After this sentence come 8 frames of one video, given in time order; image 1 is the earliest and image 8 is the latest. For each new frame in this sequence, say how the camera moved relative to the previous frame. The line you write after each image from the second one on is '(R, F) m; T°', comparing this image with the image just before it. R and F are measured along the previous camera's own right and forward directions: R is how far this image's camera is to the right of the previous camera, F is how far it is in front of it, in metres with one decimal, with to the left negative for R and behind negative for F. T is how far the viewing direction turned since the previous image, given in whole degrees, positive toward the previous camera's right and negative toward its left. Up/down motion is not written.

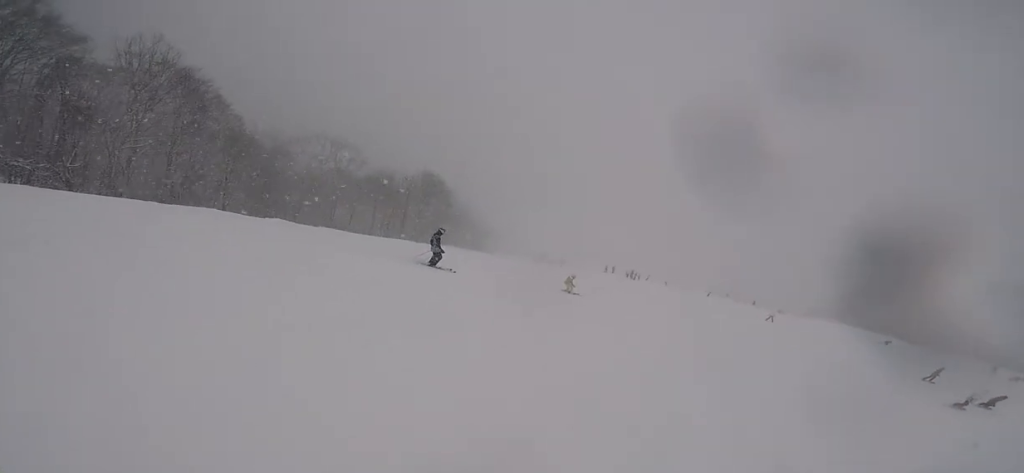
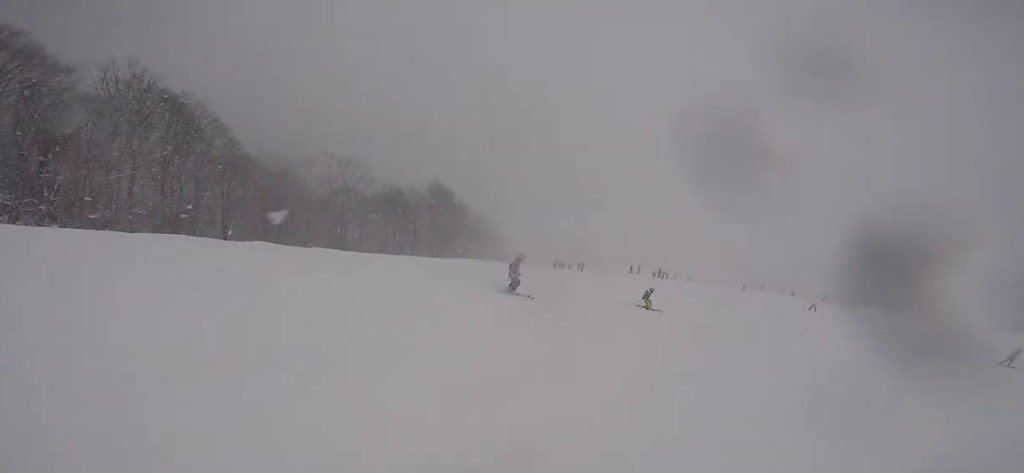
(-0.6, +2.6) m; -17°
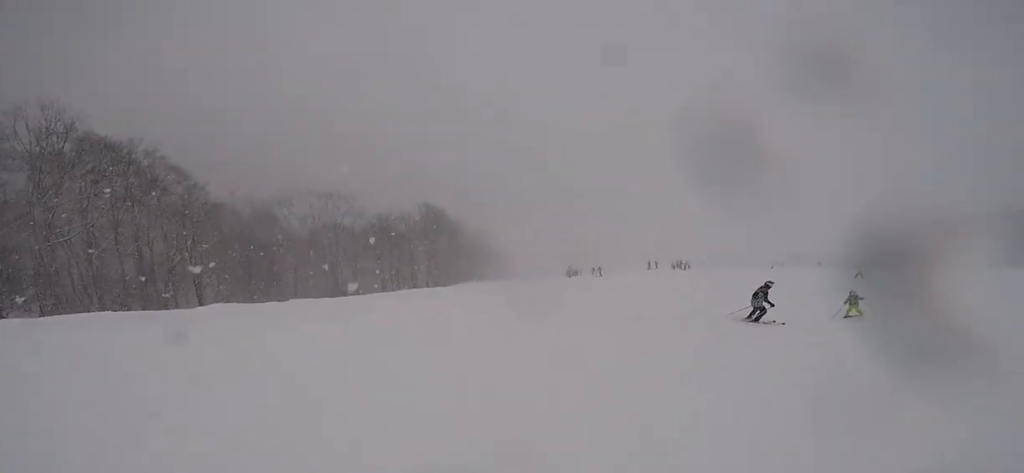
(-0.5, +5.6) m; +8°
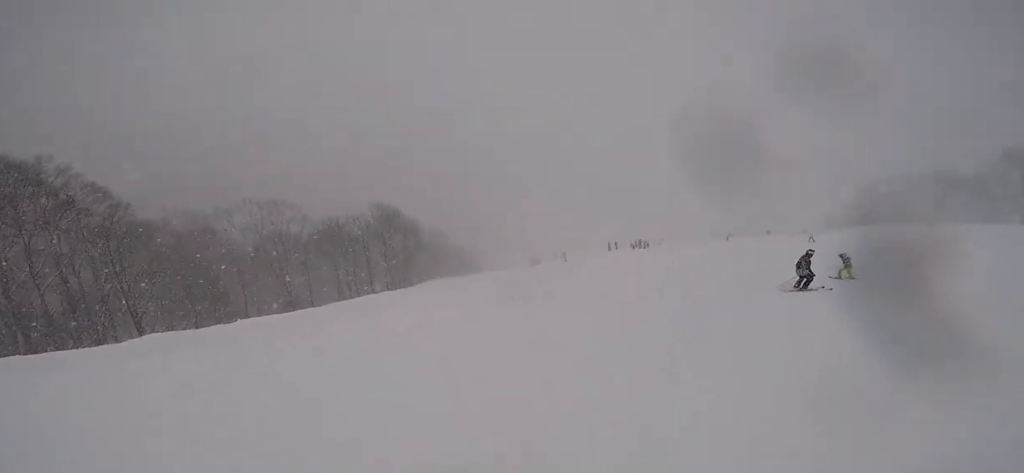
(-0.4, +1.8) m; +12°
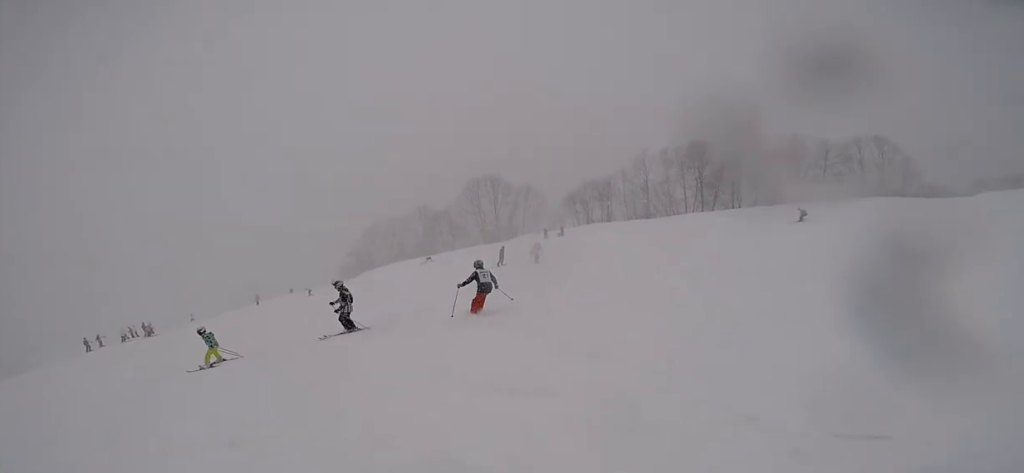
(+7.4, +11.9) m; +27°
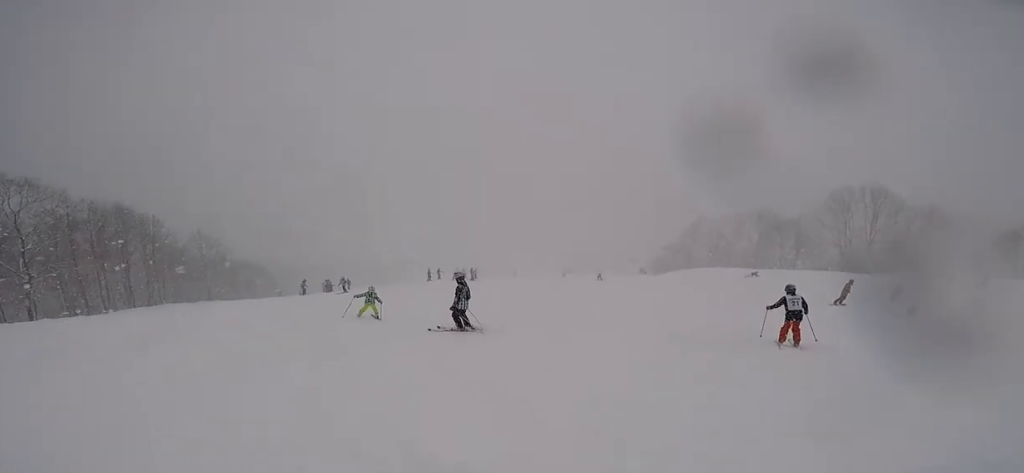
(-0.2, +3.9) m; -24°
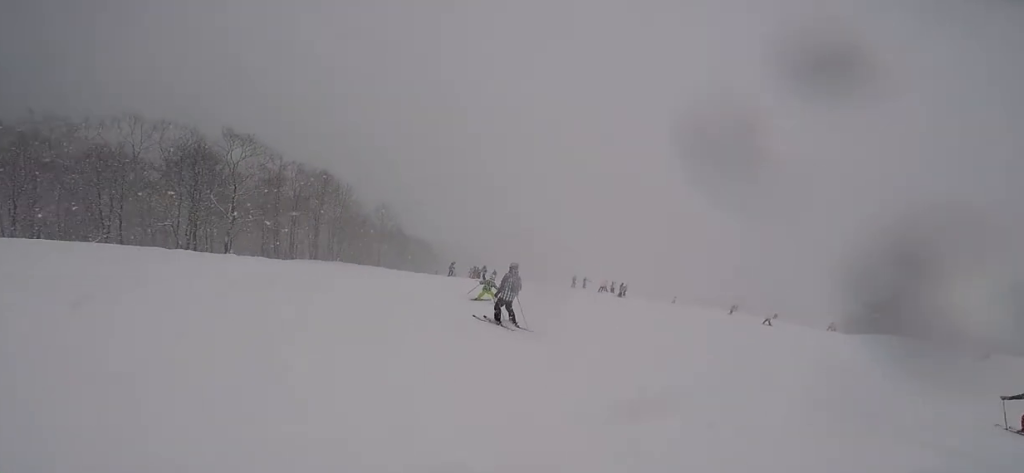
(-0.6, +2.0) m; -15°
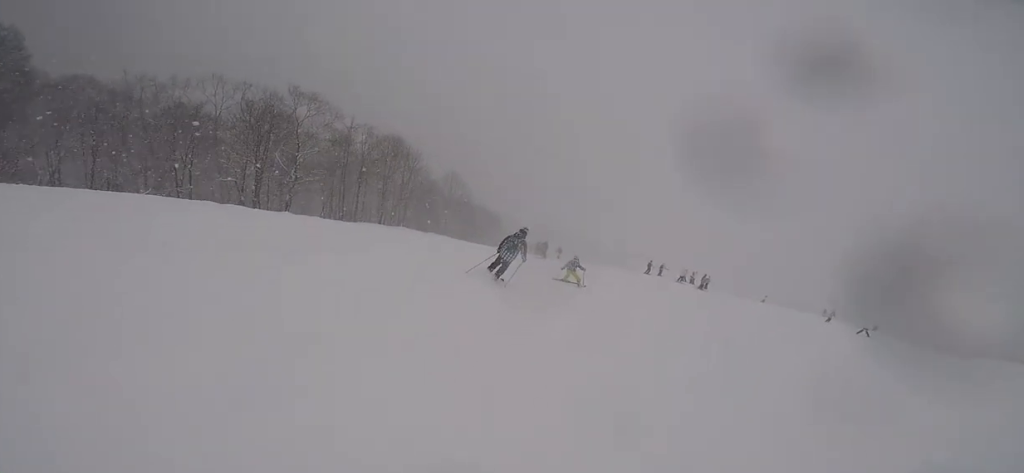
(-0.7, +2.7) m; -19°
